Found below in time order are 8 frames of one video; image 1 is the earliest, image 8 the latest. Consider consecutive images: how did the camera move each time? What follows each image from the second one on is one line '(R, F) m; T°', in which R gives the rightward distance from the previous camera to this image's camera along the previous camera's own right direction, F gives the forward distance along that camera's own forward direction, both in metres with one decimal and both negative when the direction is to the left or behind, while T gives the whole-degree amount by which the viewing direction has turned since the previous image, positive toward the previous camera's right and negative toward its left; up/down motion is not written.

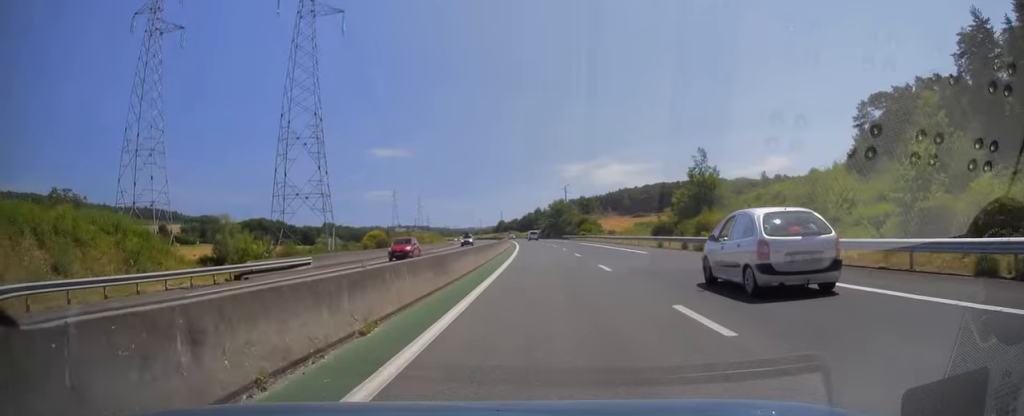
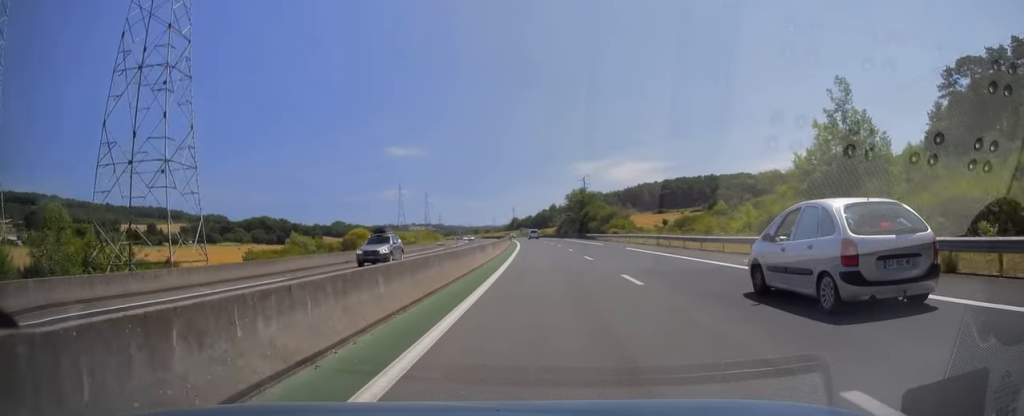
(-0.5, +31.2) m; -2°
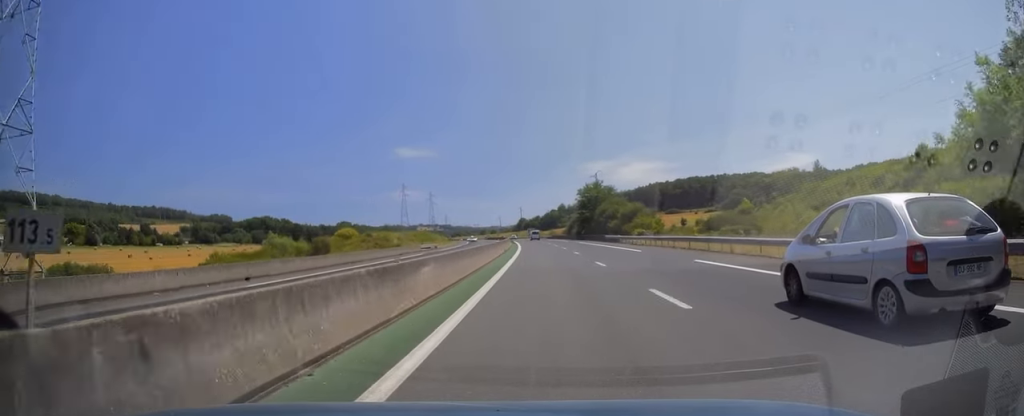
(-0.2, +16.9) m; -1°
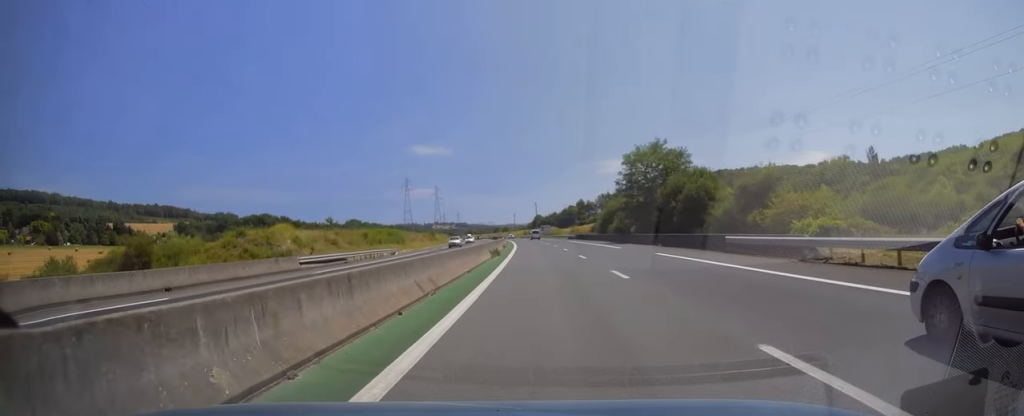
(-0.1, +44.6) m; -1°
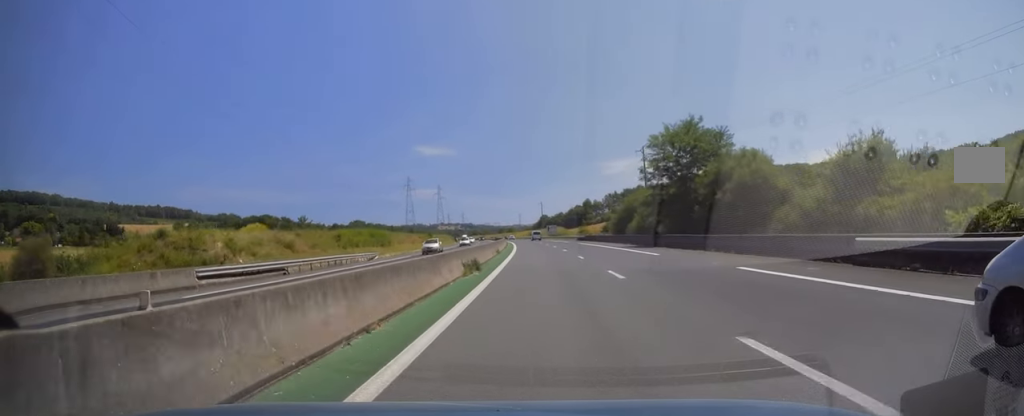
(+0.2, +12.3) m; -1°
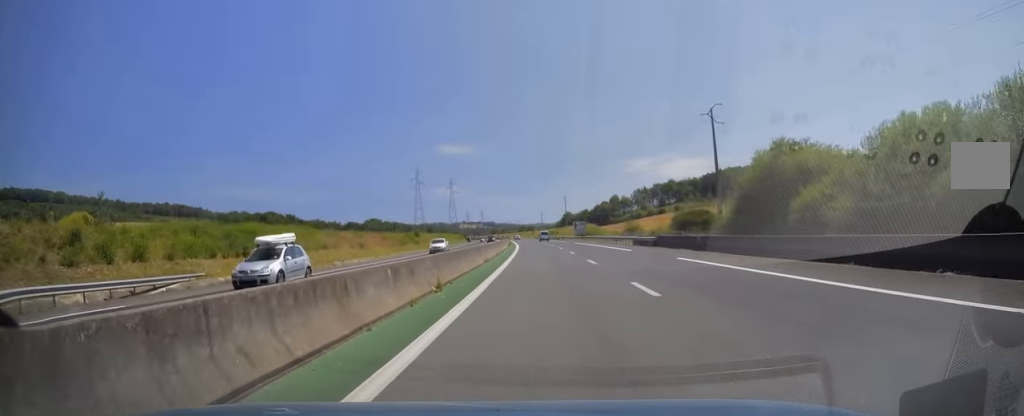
(-1.2, +42.6) m; -2°
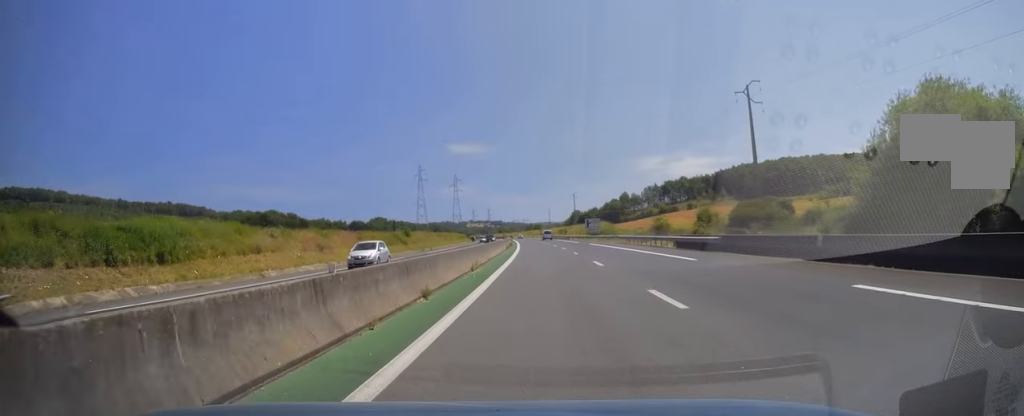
(+0.1, +14.9) m; -1°
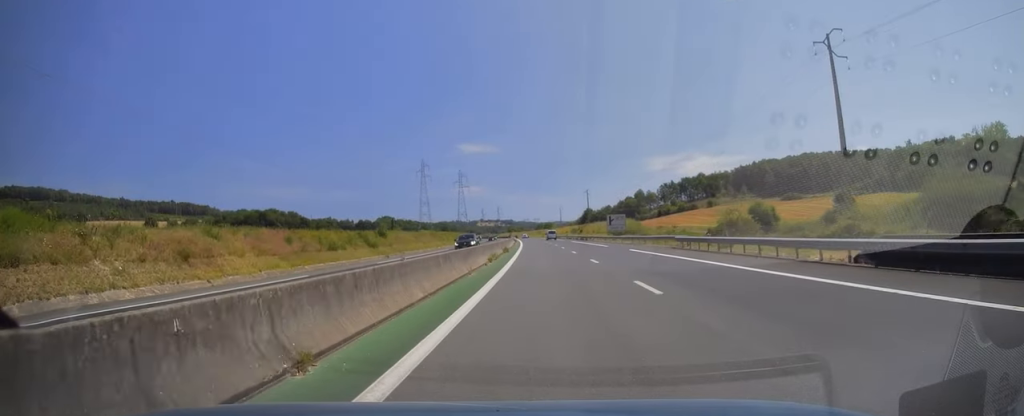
(-0.4, +23.1) m; -1°
